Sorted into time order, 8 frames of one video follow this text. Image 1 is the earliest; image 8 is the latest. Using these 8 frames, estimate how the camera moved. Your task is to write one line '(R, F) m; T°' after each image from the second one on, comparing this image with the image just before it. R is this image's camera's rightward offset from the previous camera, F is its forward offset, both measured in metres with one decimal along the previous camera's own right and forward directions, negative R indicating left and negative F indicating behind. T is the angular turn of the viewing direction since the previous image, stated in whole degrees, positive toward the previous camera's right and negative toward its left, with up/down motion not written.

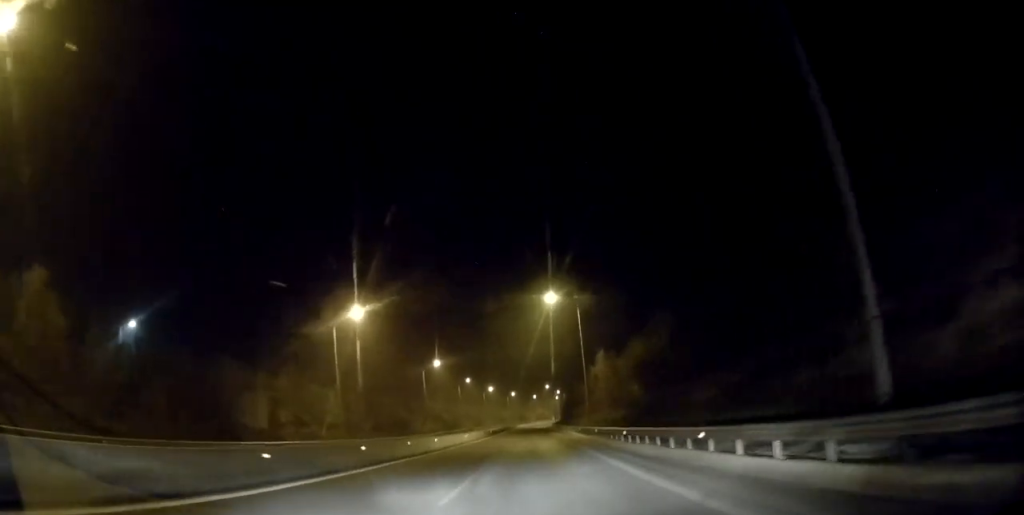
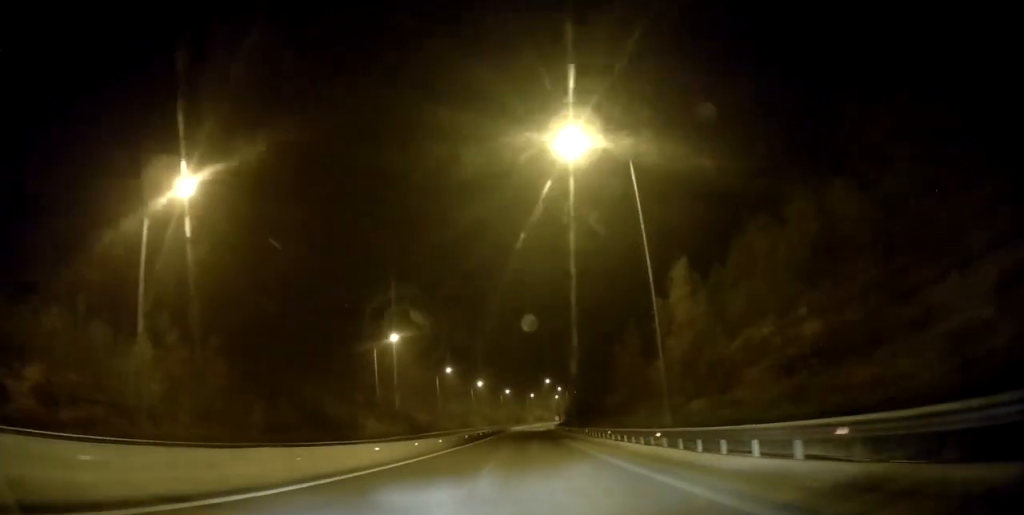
(-0.2, +31.6) m; 0°
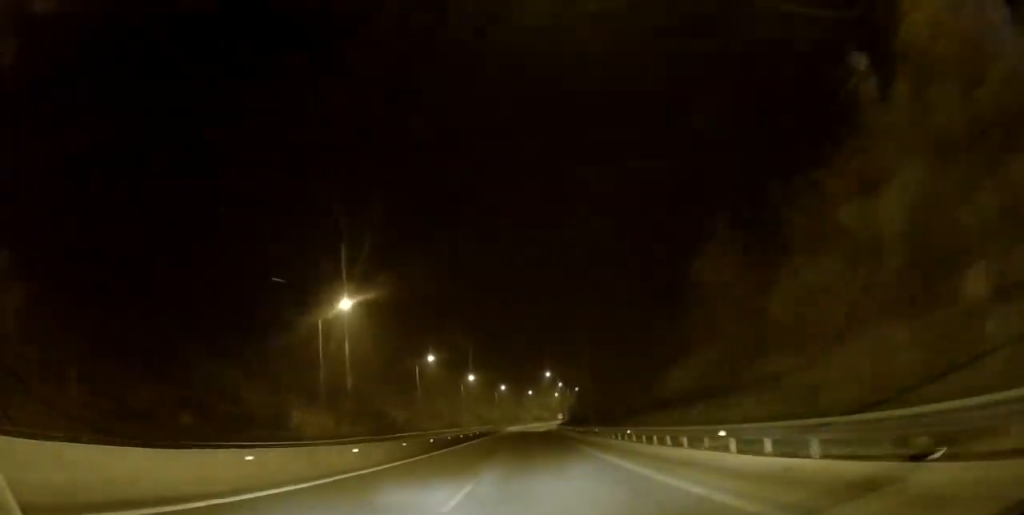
(+0.1, +19.3) m; +1°
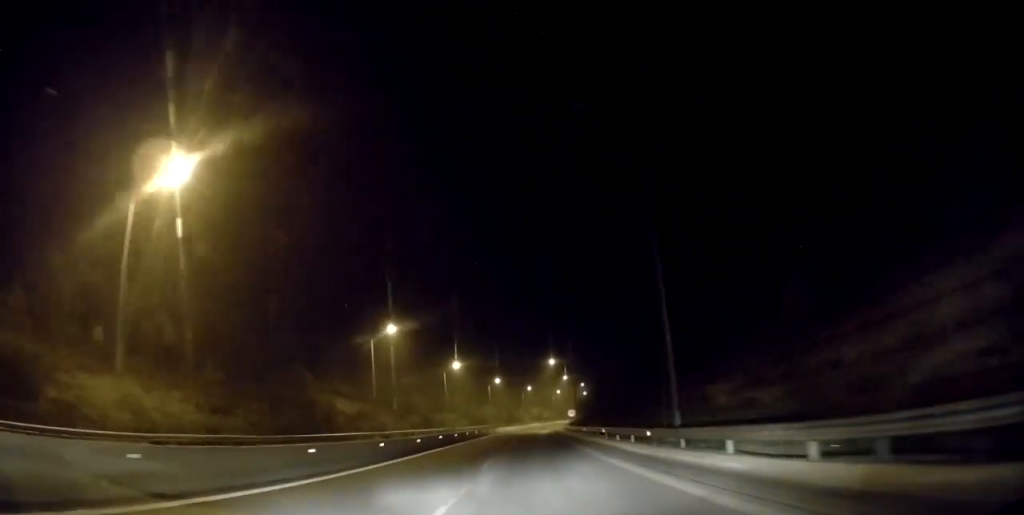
(+0.6, +28.6) m; +1°
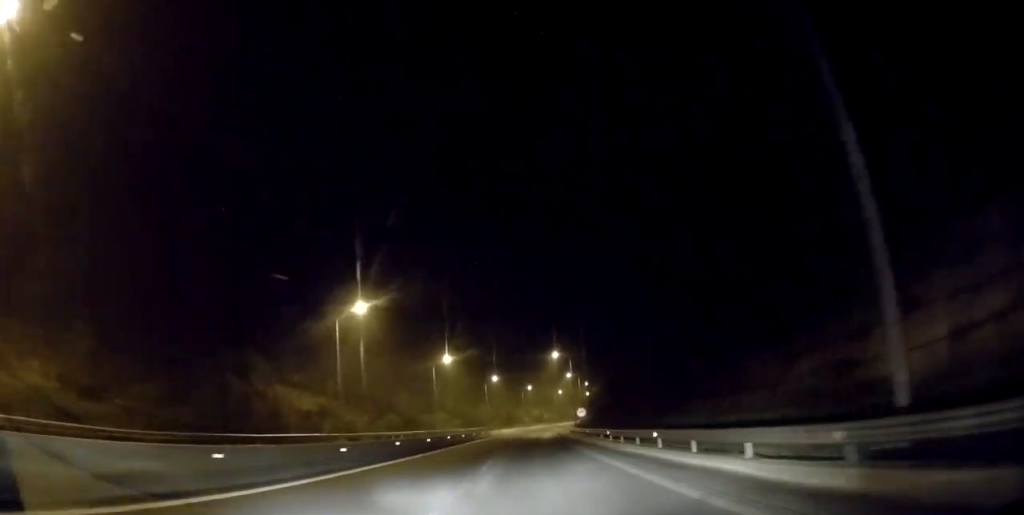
(0.0, +13.5) m; 0°
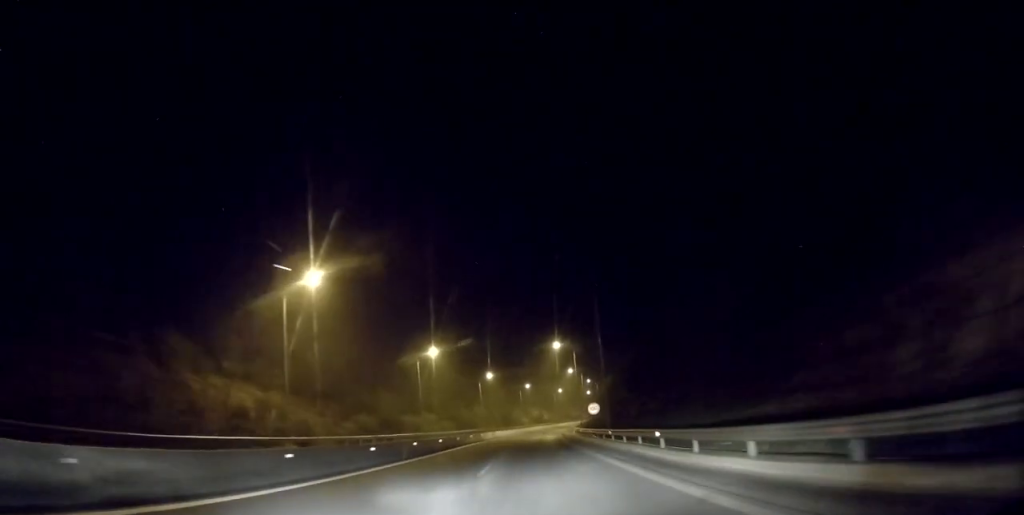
(0.0, +12.5) m; 0°
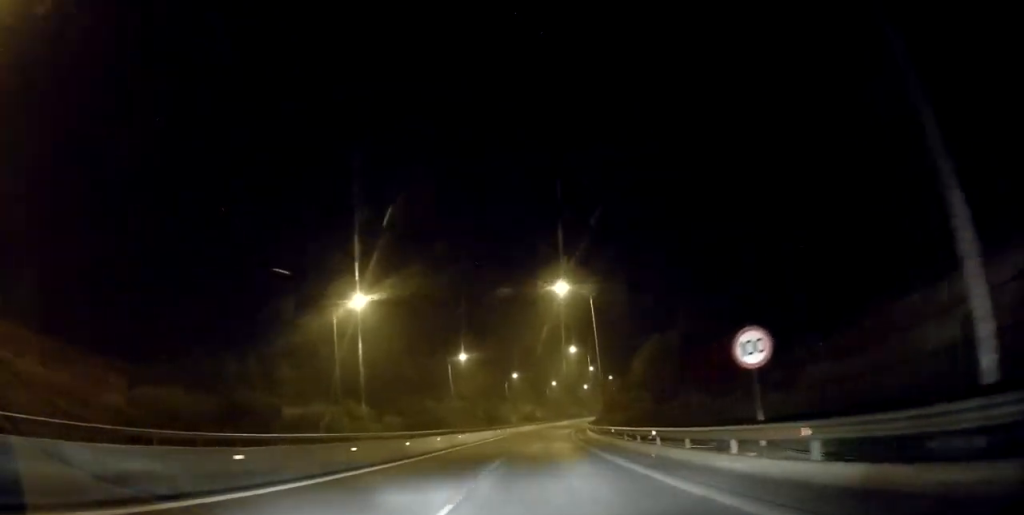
(-0.2, +35.8) m; +1°
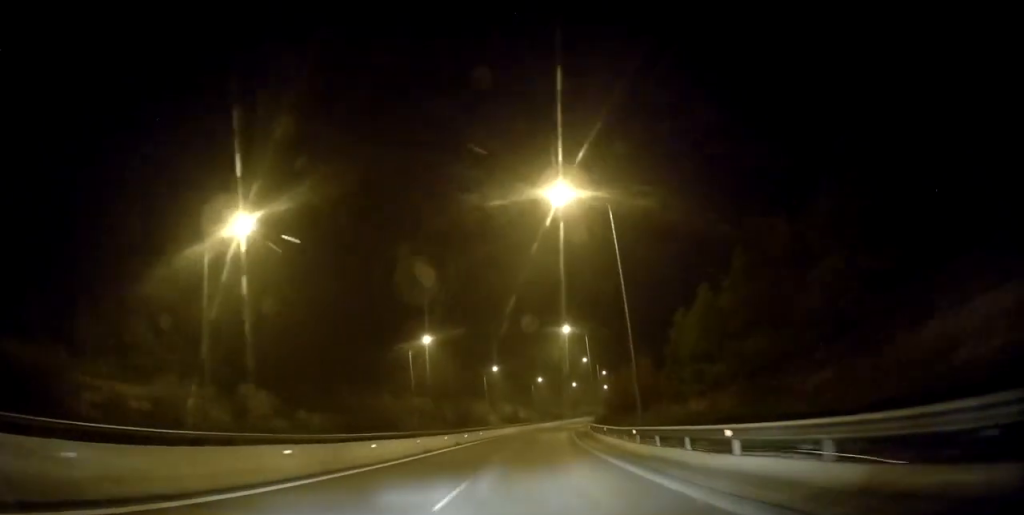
(+0.3, +21.2) m; +1°
